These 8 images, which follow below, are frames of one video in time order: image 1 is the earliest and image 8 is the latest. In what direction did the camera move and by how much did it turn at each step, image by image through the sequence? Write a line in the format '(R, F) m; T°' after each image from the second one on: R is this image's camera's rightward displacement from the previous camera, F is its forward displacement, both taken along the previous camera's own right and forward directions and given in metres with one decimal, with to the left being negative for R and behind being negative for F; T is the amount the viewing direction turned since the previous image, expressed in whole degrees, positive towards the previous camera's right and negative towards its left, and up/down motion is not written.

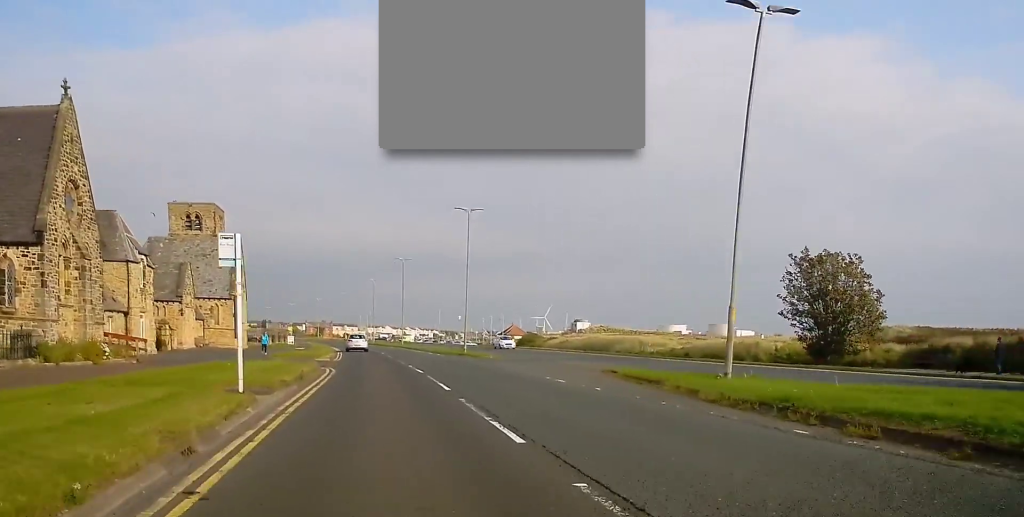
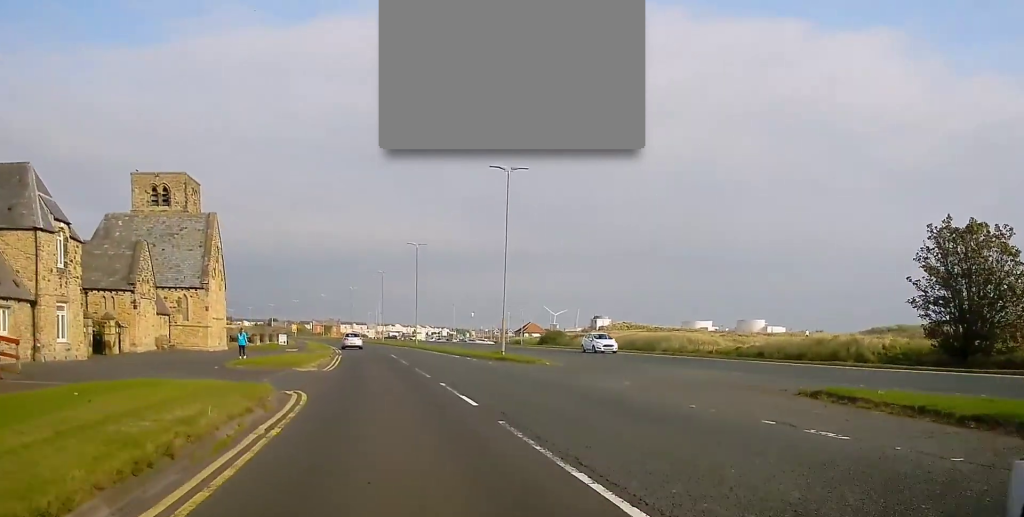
(-0.3, +13.3) m; -1°
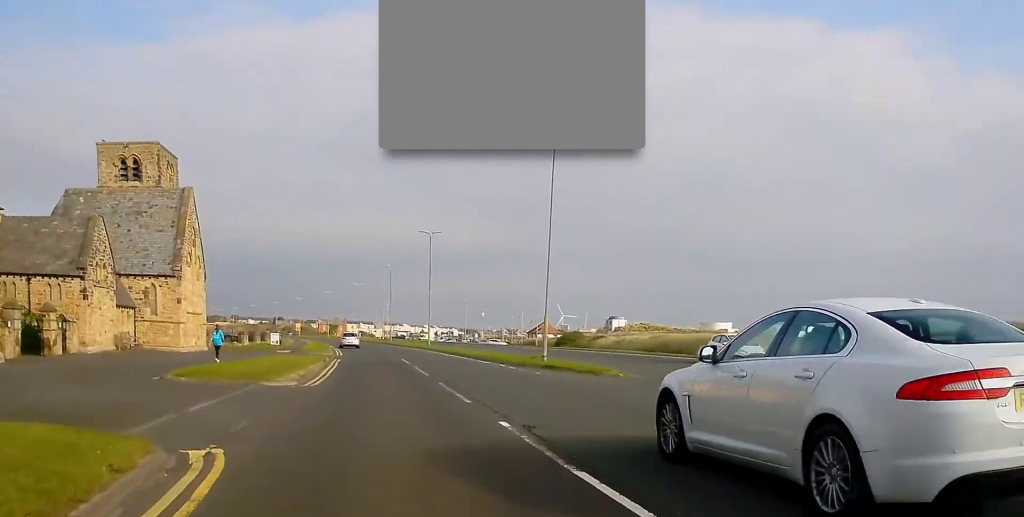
(-0.1, +8.9) m; 0°
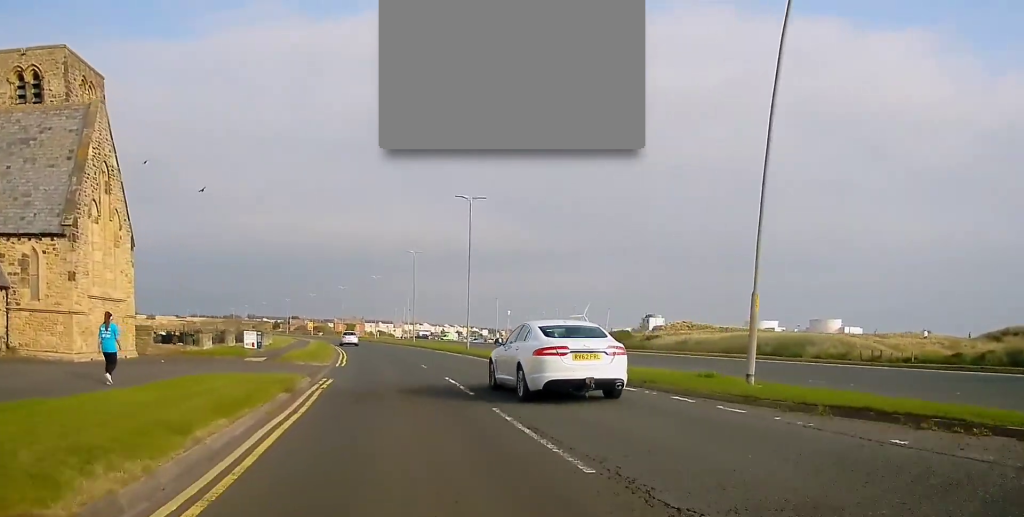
(+0.1, +17.7) m; -1°
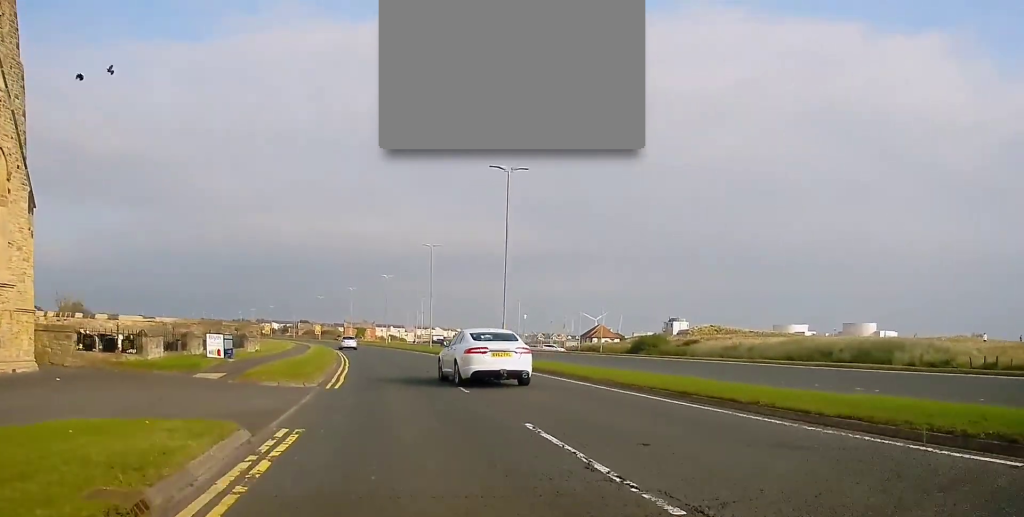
(-0.1, +10.6) m; -1°
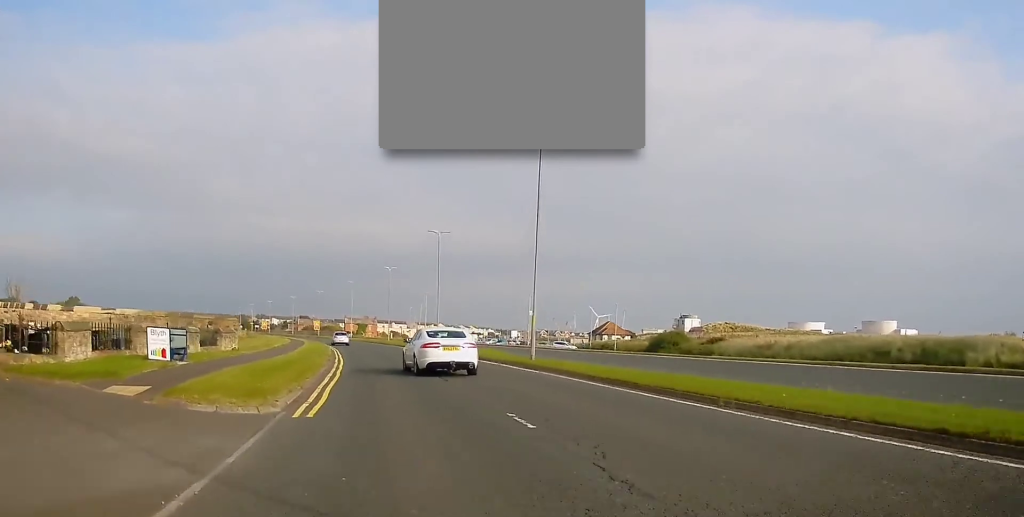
(-0.1, +7.4) m; 0°
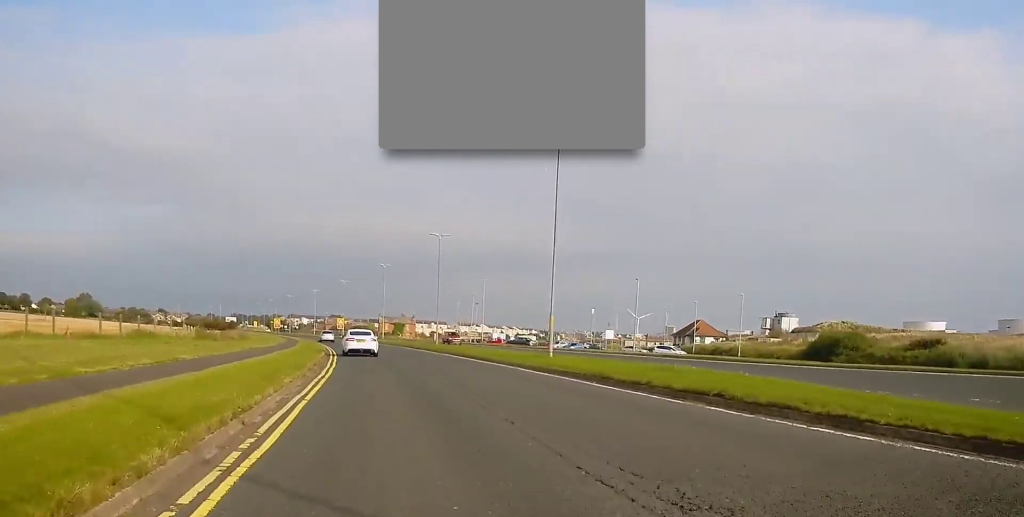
(-0.4, +36.3) m; -3°
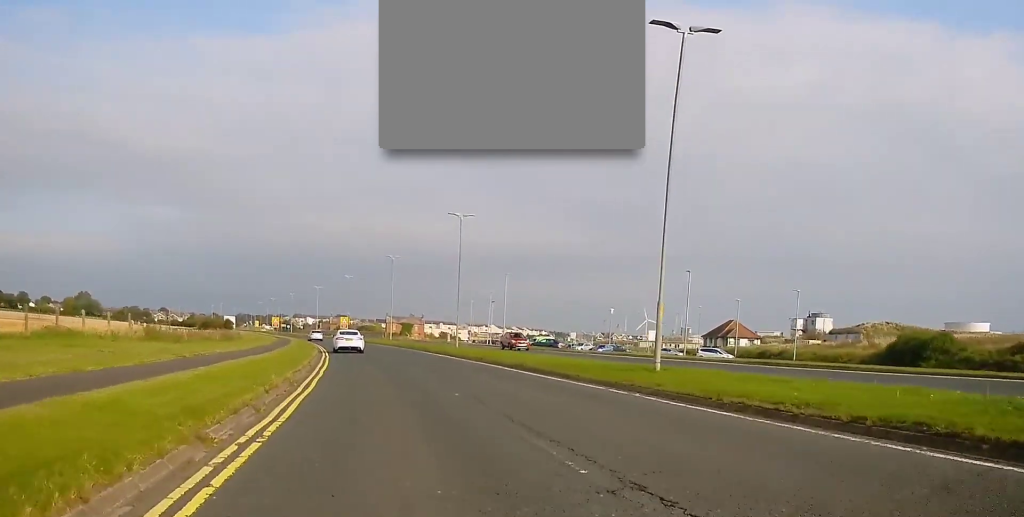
(-0.3, +12.8) m; -2°
